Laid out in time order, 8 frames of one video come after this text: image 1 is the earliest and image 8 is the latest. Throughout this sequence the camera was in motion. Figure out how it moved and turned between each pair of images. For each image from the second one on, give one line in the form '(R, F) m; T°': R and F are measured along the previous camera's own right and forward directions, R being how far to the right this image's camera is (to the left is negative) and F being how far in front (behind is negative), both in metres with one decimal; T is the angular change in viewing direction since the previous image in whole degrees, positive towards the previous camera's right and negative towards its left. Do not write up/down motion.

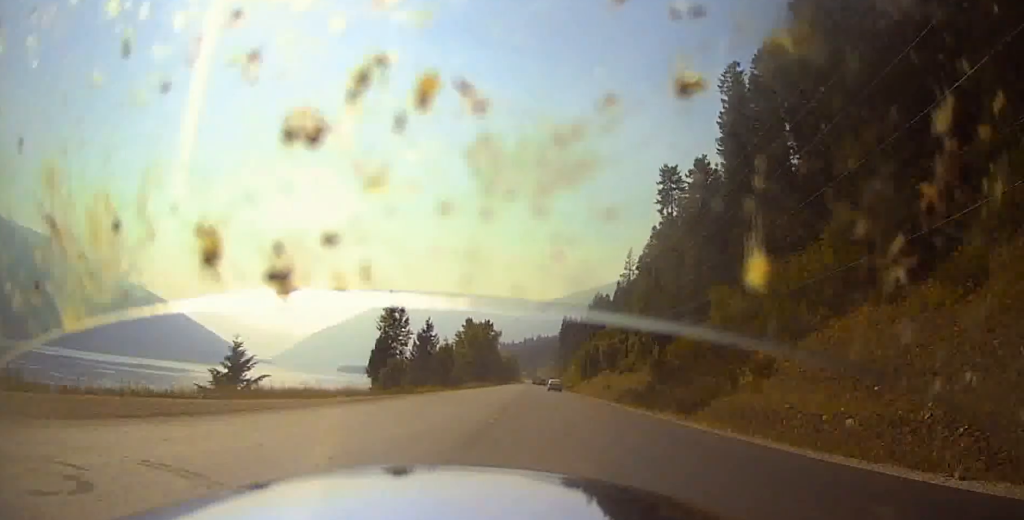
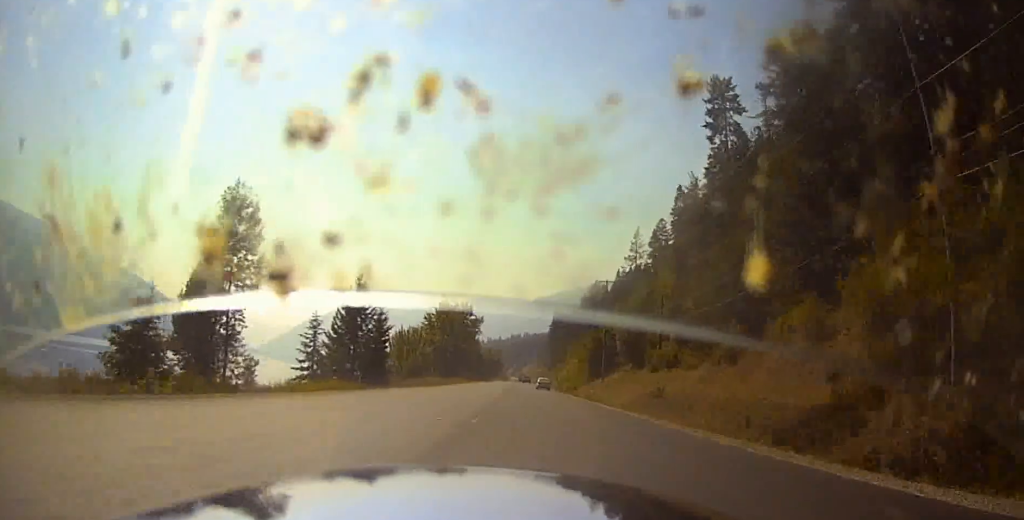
(0.0, +40.6) m; 0°
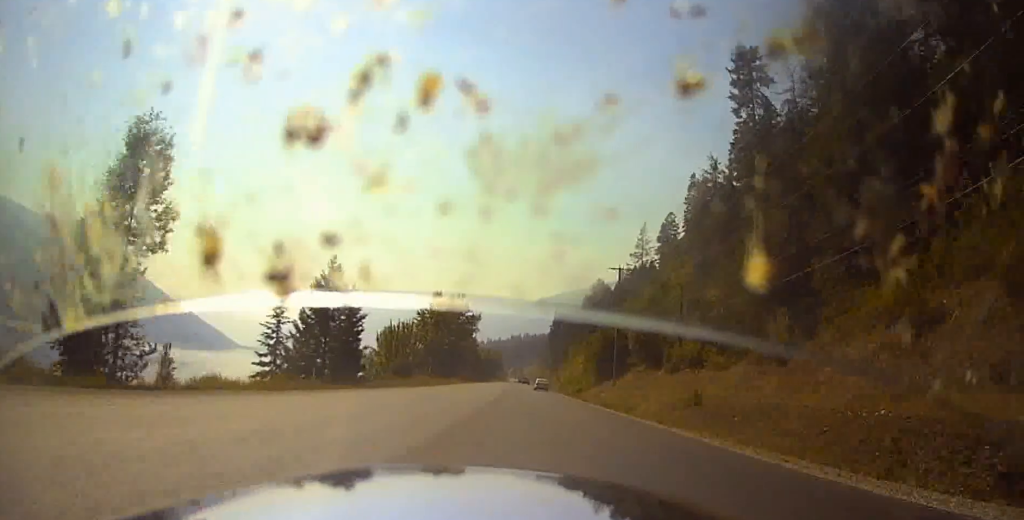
(0.0, +10.7) m; 0°
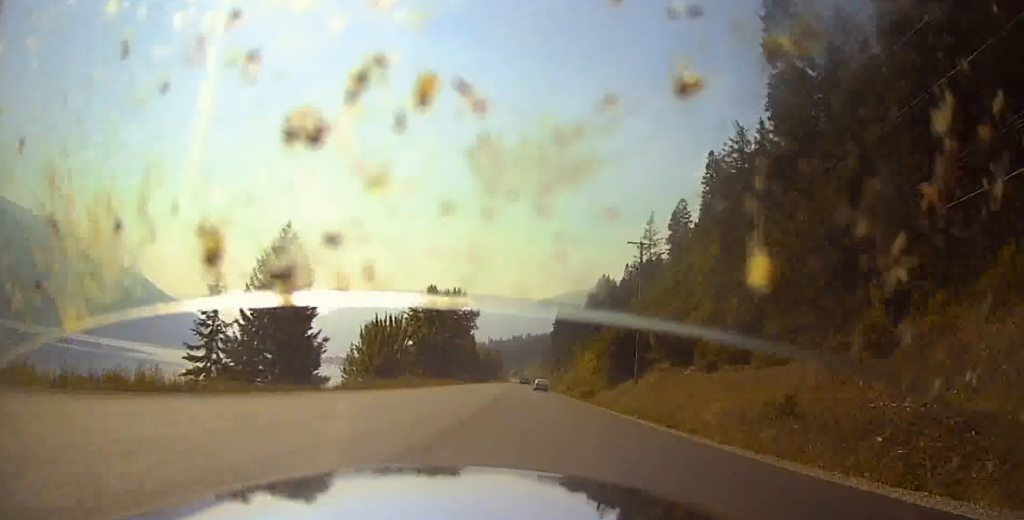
(0.0, +13.0) m; 0°
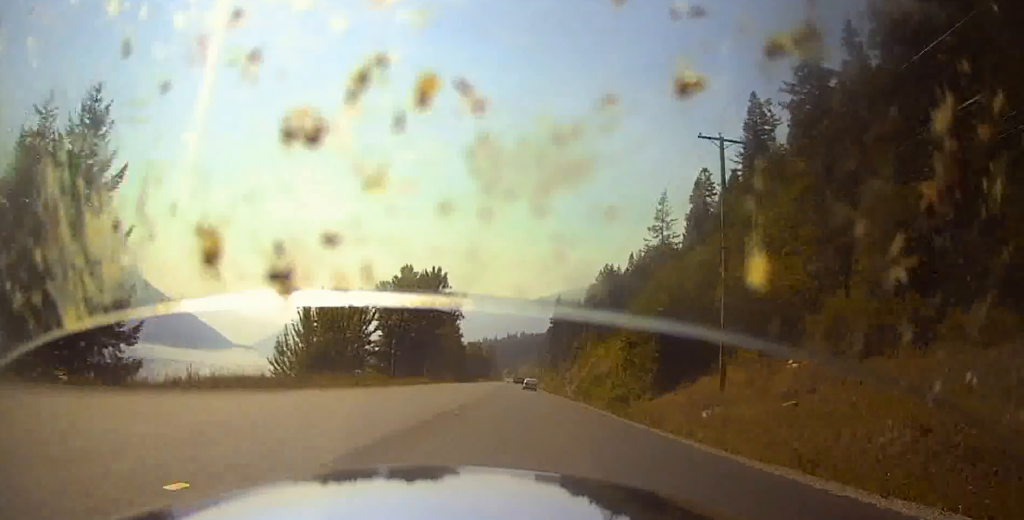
(+0.1, +25.8) m; -1°
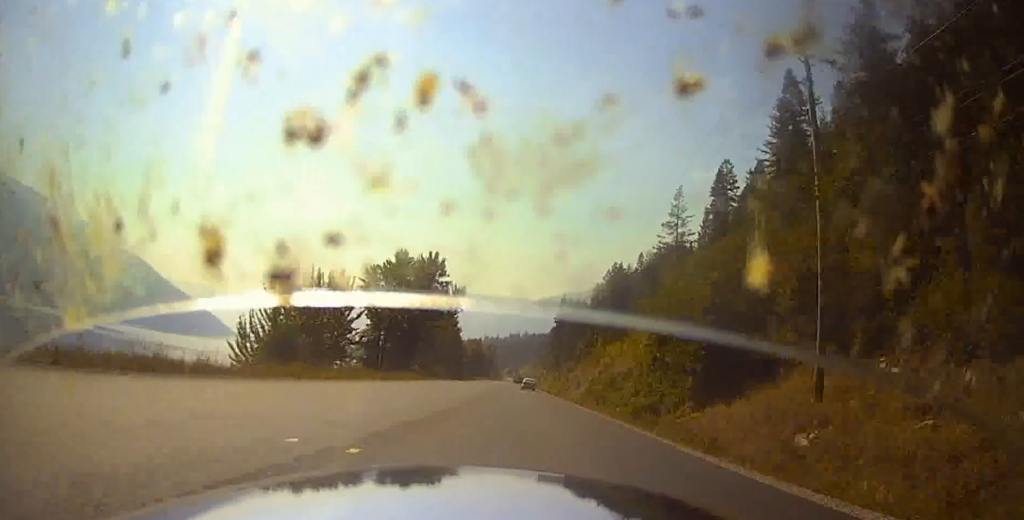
(+0.3, +10.4) m; -1°
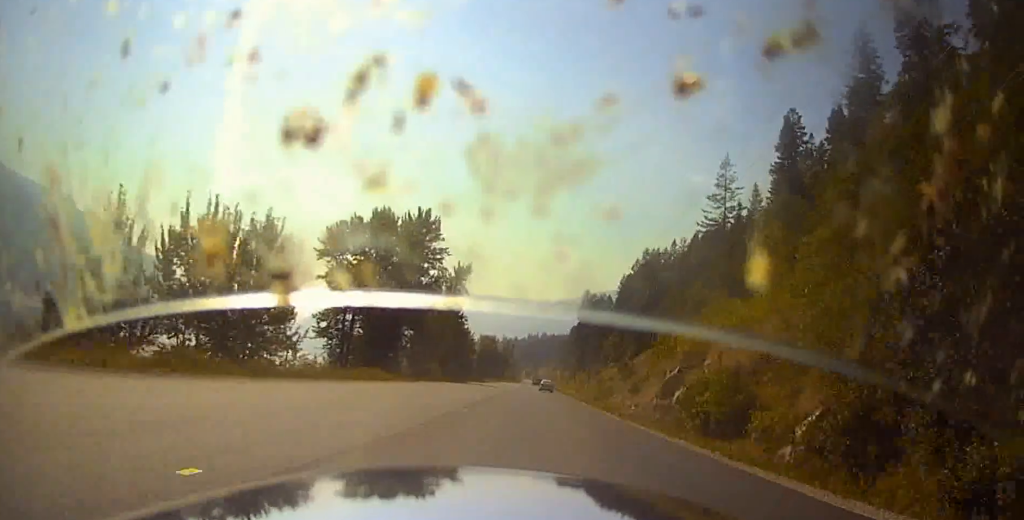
(-1.2, +27.6) m; -3°
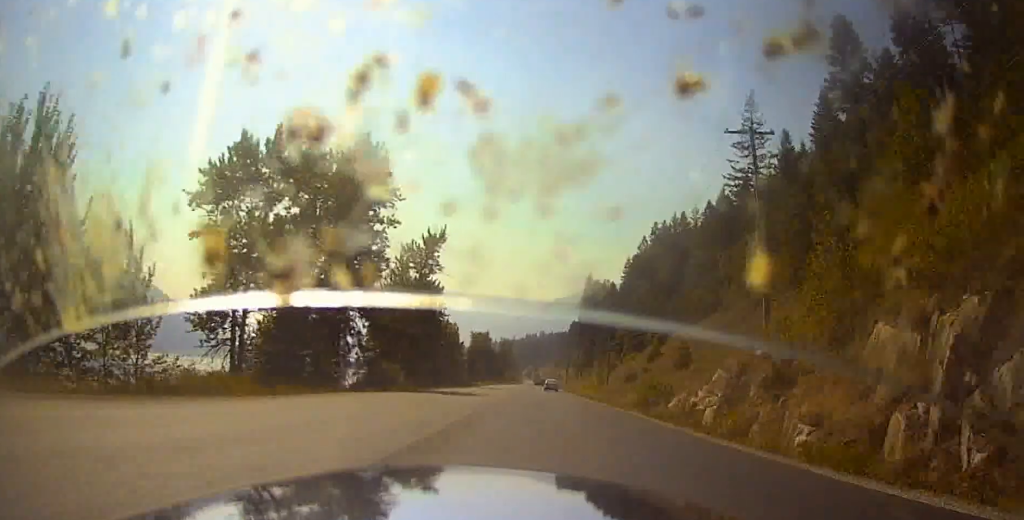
(0.0, +27.0) m; +1°
